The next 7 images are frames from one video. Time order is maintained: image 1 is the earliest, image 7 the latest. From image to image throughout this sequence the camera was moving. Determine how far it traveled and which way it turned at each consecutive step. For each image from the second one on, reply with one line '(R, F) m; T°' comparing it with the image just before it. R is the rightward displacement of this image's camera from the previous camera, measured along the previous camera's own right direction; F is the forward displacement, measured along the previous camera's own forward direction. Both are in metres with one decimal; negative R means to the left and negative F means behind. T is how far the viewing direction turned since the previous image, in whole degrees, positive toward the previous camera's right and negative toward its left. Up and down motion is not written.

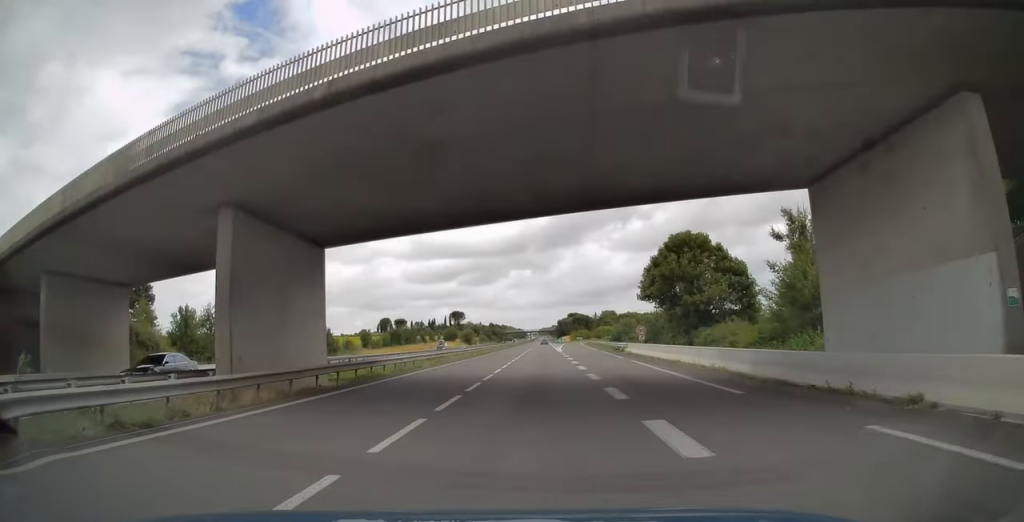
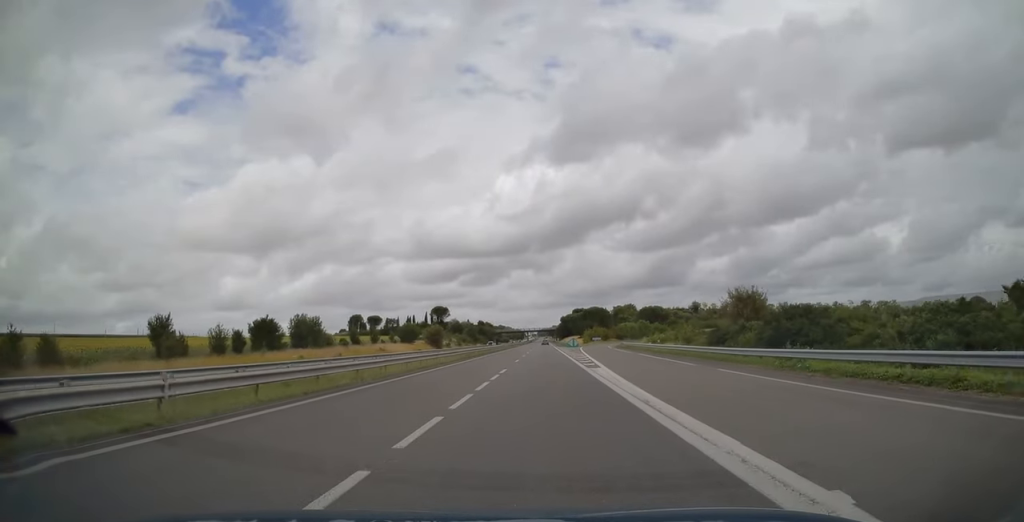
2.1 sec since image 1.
(0.0, +66.7) m; 0°
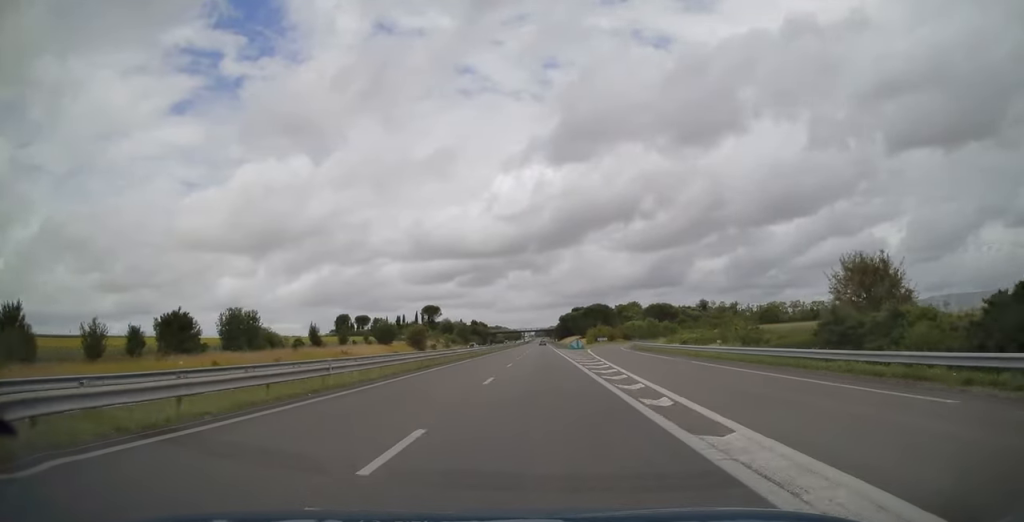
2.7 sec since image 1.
(0.0, +19.4) m; 0°
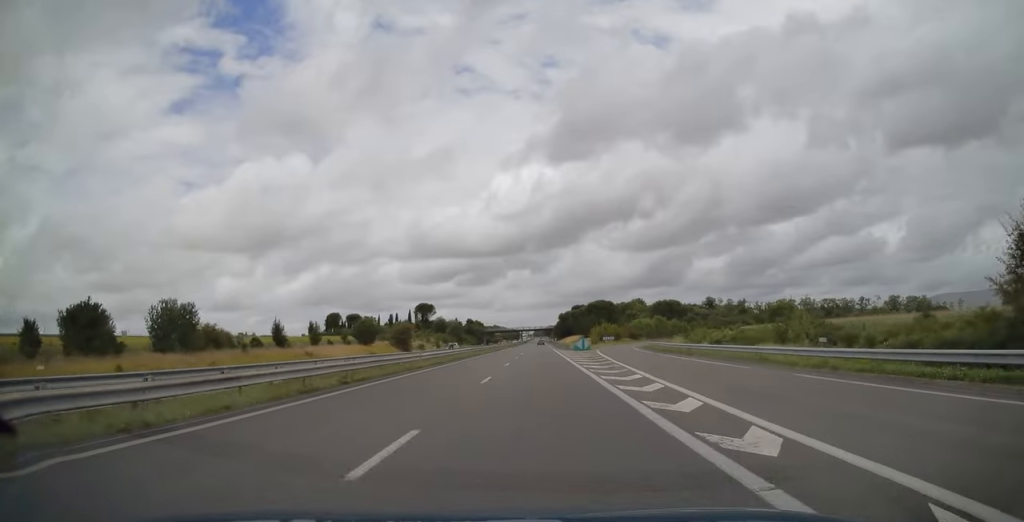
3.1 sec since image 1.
(-0.1, +13.5) m; 0°
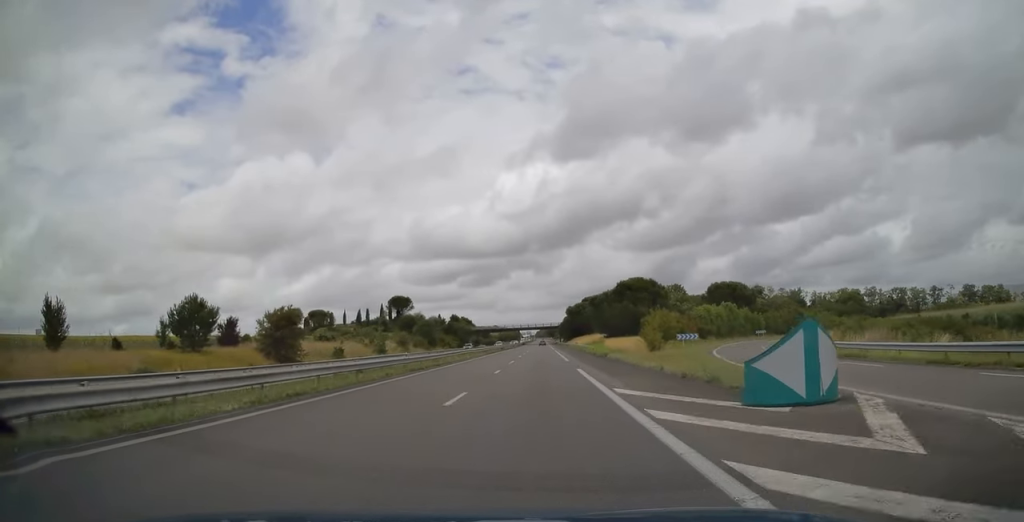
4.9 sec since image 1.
(+0.2, +58.4) m; 0°
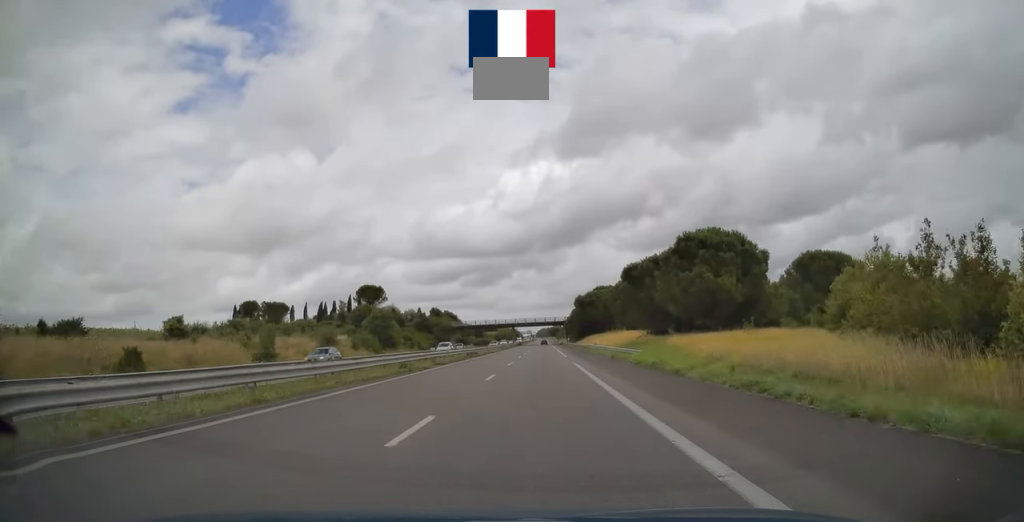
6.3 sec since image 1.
(-0.1, +44.5) m; 0°
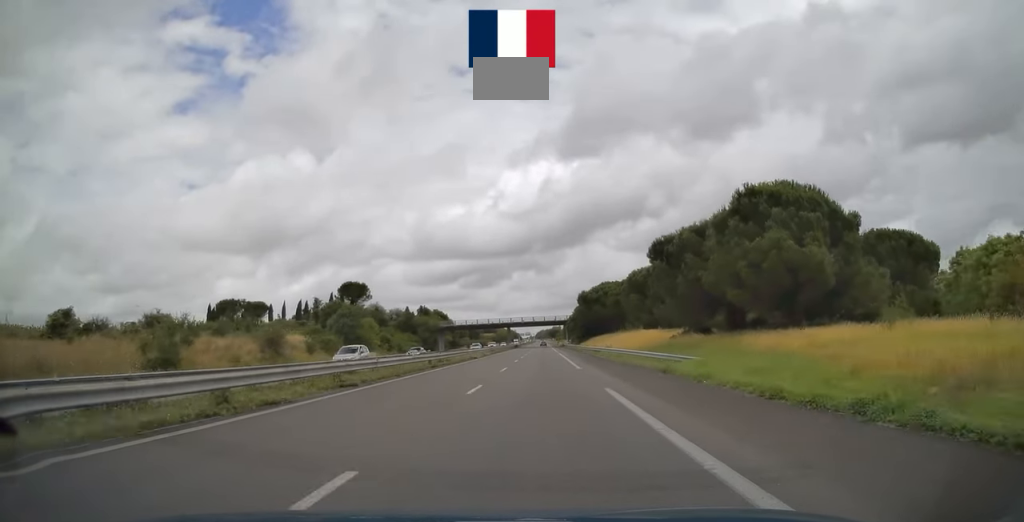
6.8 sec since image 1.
(0.0, +17.7) m; 0°
